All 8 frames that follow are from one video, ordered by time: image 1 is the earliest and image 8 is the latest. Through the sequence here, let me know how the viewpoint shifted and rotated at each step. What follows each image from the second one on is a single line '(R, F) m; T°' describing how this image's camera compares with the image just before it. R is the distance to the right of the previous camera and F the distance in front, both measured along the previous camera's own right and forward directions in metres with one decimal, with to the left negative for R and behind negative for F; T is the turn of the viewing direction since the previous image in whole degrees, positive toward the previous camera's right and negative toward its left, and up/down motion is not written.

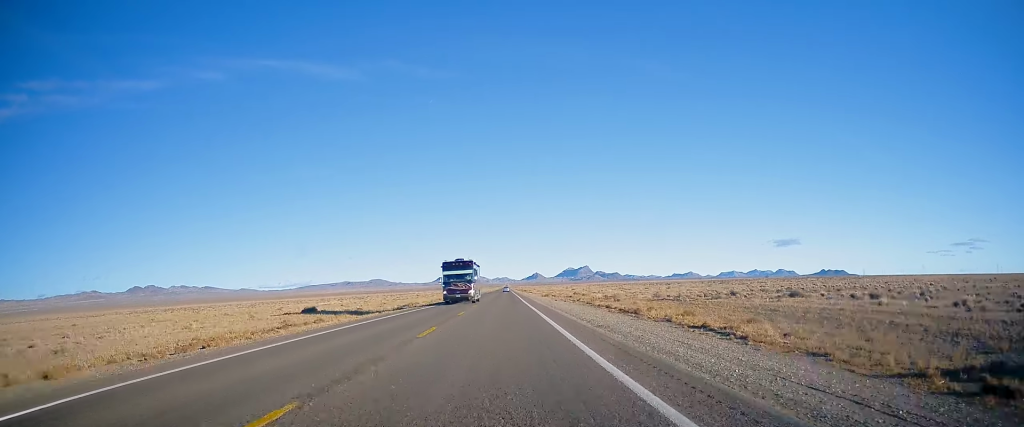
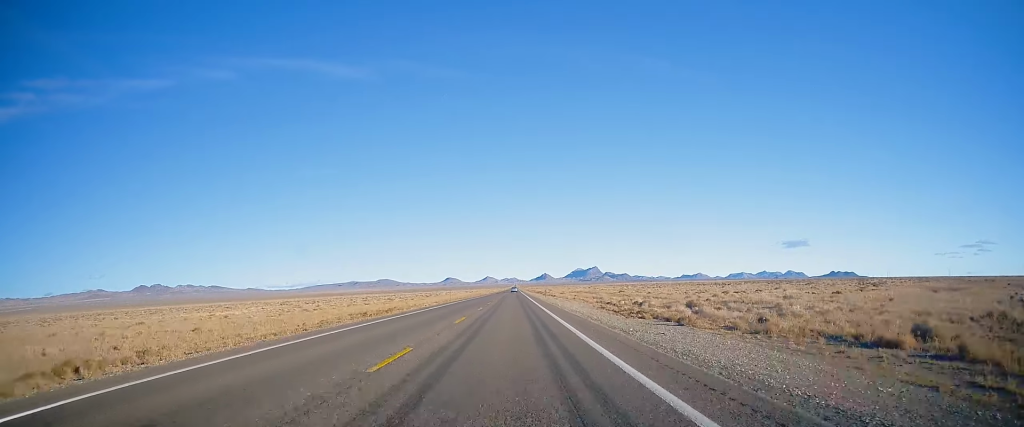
(-0.1, +67.0) m; -1°
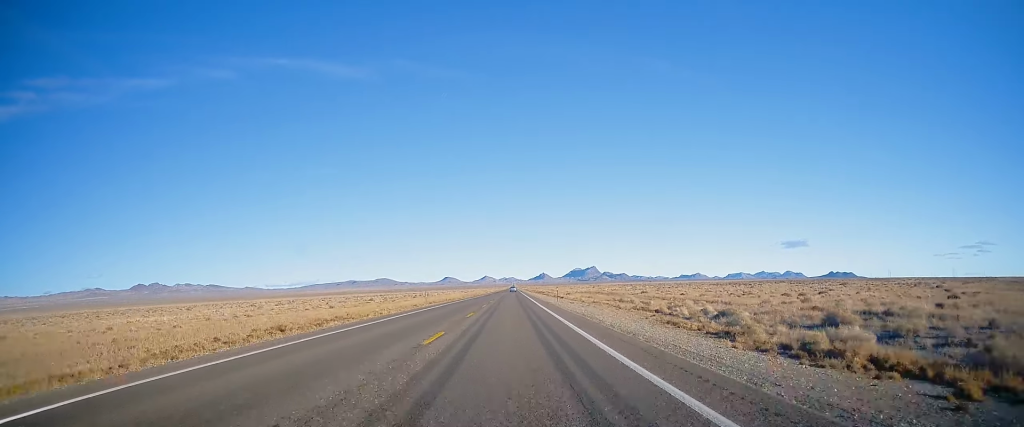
(-0.3, +20.2) m; 0°
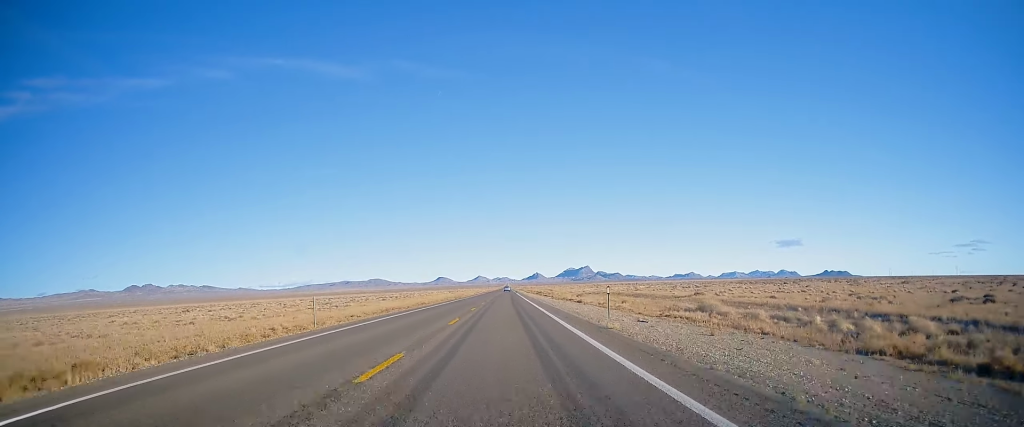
(+0.1, +29.8) m; +1°
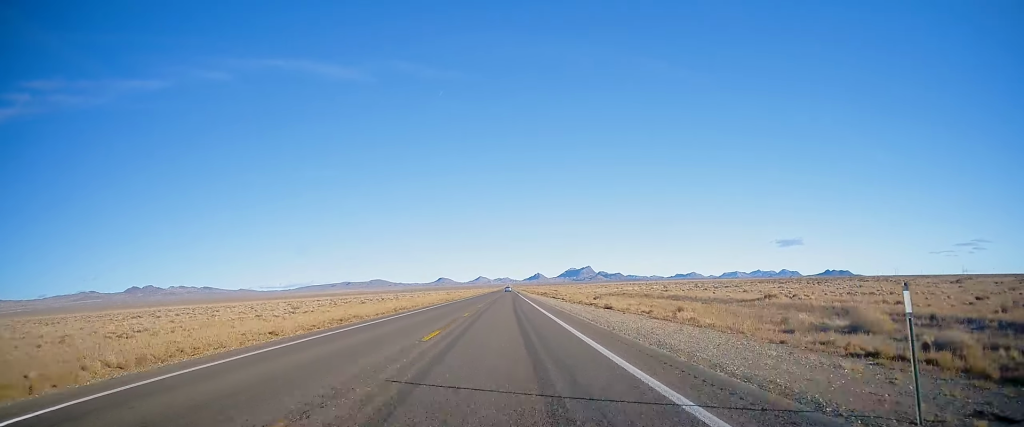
(+0.1, +18.1) m; 0°
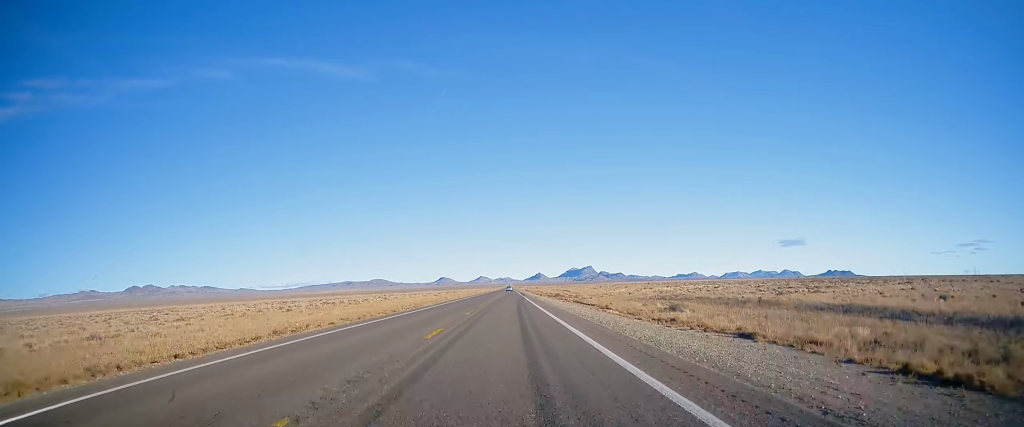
(0.0, +36.4) m; 0°
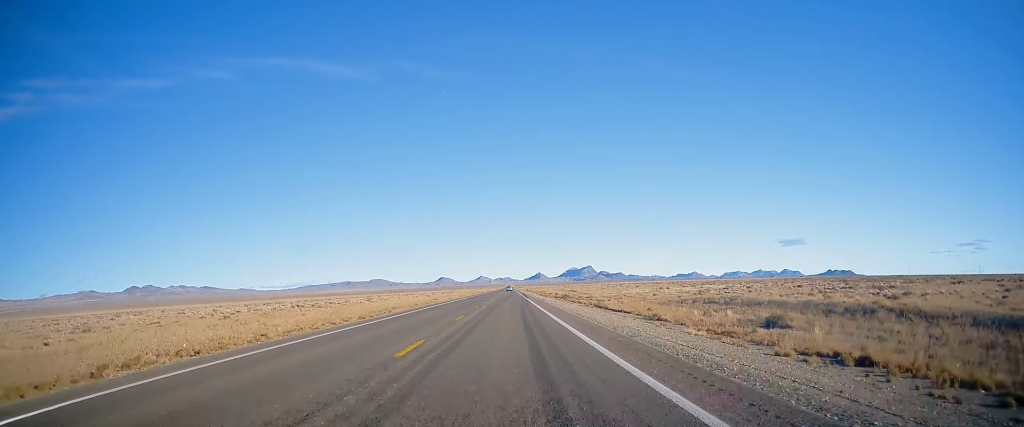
(0.0, +15.8) m; 0°
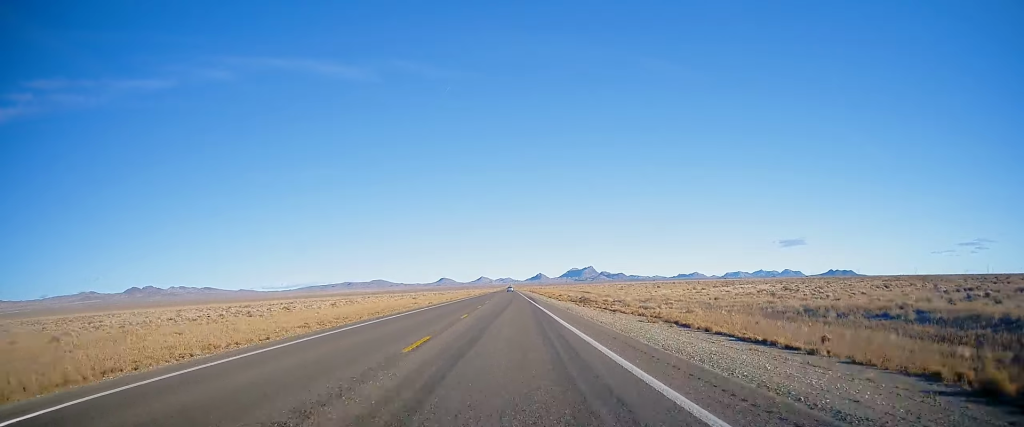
(-0.1, +23.3) m; 0°
